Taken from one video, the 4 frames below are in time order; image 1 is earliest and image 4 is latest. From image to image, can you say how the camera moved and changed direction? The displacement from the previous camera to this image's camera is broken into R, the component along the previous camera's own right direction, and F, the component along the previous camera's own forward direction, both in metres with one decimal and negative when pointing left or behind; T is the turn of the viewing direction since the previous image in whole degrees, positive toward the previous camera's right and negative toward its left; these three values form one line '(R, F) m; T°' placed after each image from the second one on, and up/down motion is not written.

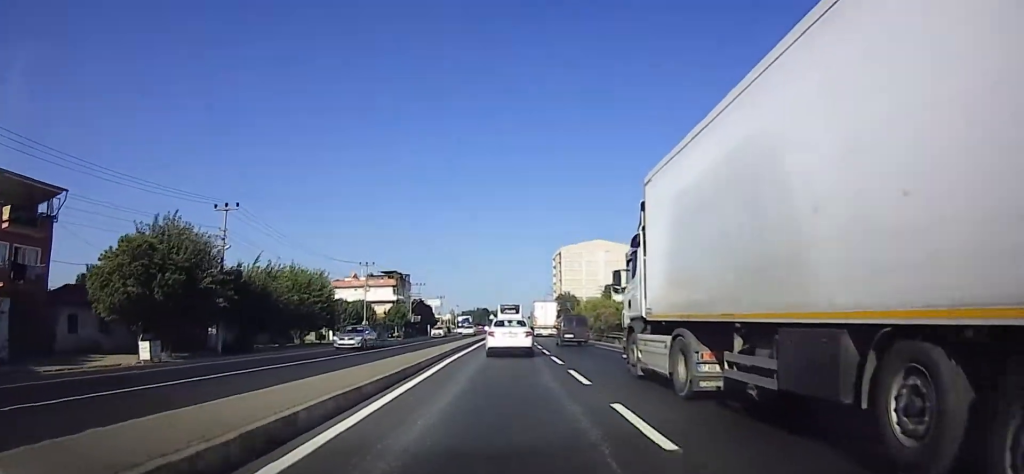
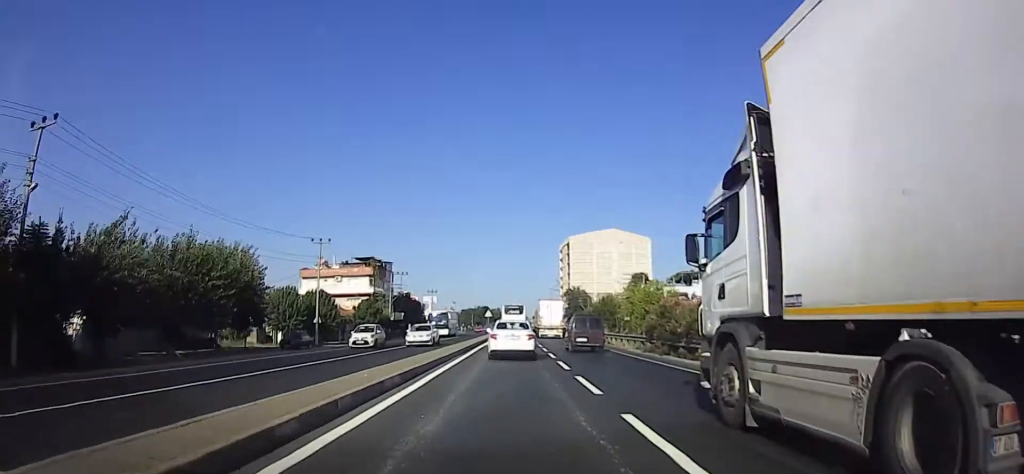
(+0.1, +17.9) m; +1°
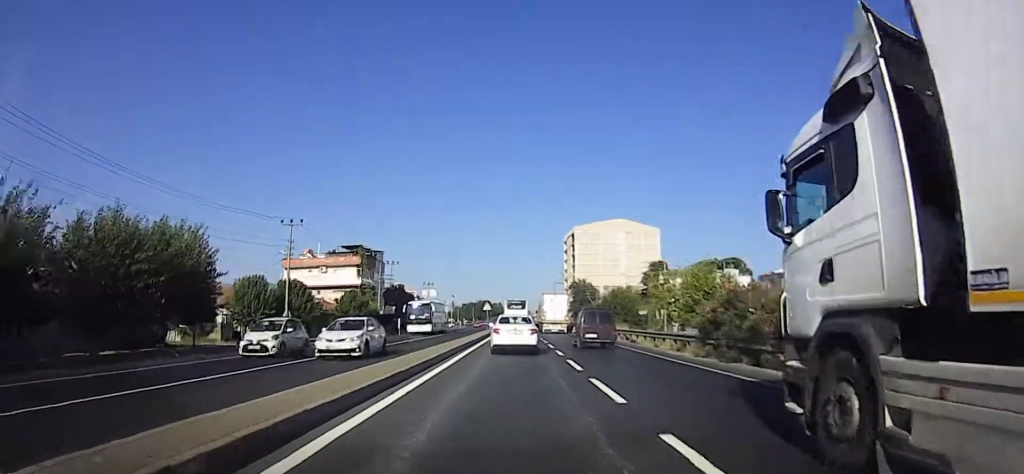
(0.0, +7.6) m; 0°
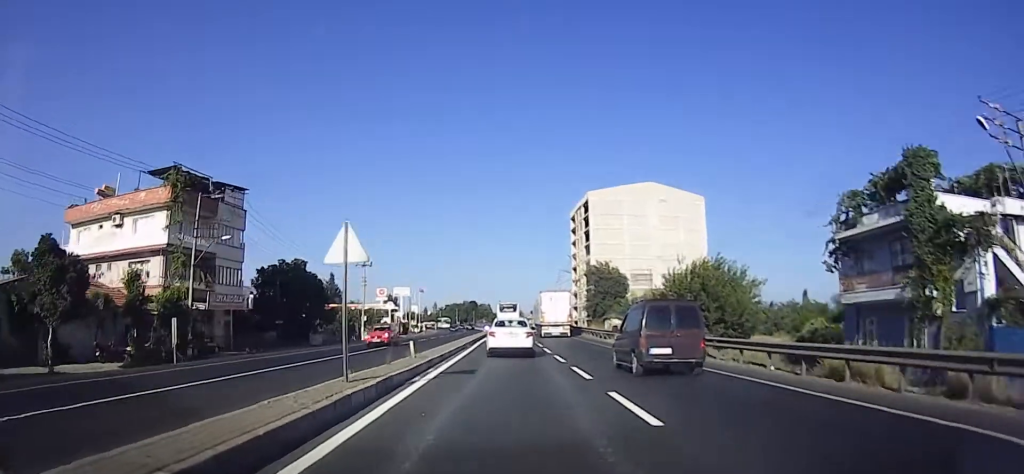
(+0.3, +42.8) m; +1°
